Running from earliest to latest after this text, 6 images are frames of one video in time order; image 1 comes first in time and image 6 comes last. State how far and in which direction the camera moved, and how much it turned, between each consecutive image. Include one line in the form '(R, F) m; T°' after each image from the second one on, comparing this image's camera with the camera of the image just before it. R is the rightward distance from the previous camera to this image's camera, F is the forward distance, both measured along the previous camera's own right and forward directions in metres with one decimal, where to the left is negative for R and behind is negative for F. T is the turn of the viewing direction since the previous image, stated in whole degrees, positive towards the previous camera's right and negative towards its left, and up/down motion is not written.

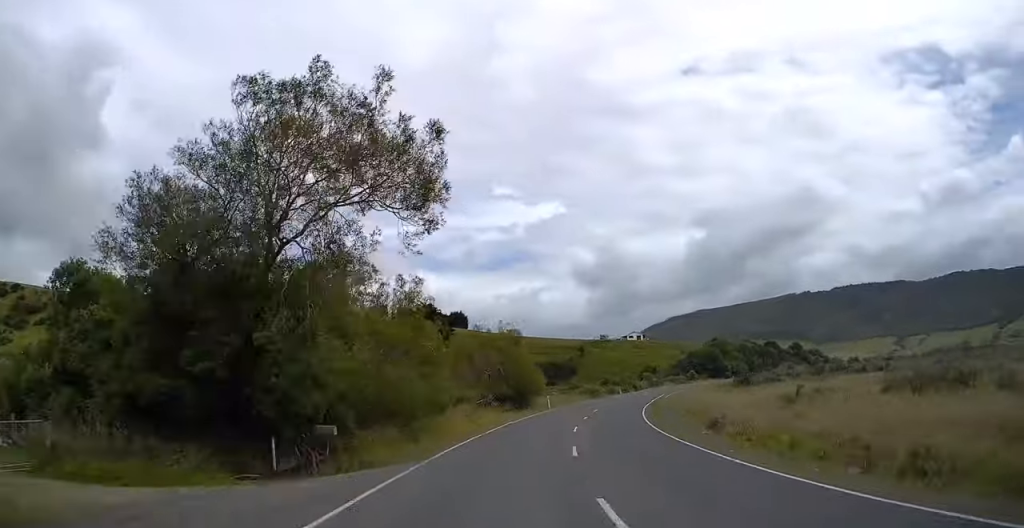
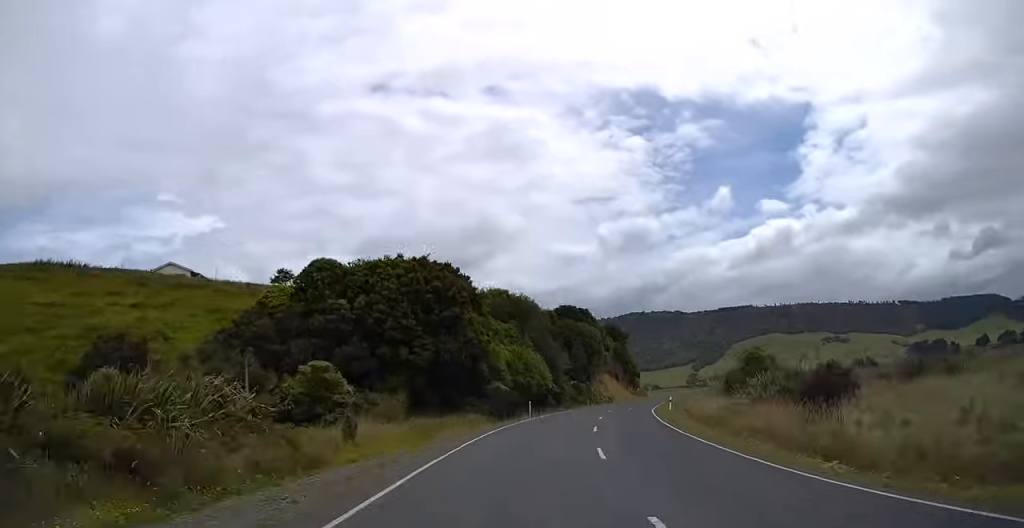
(+51.6, +173.9) m; +35°
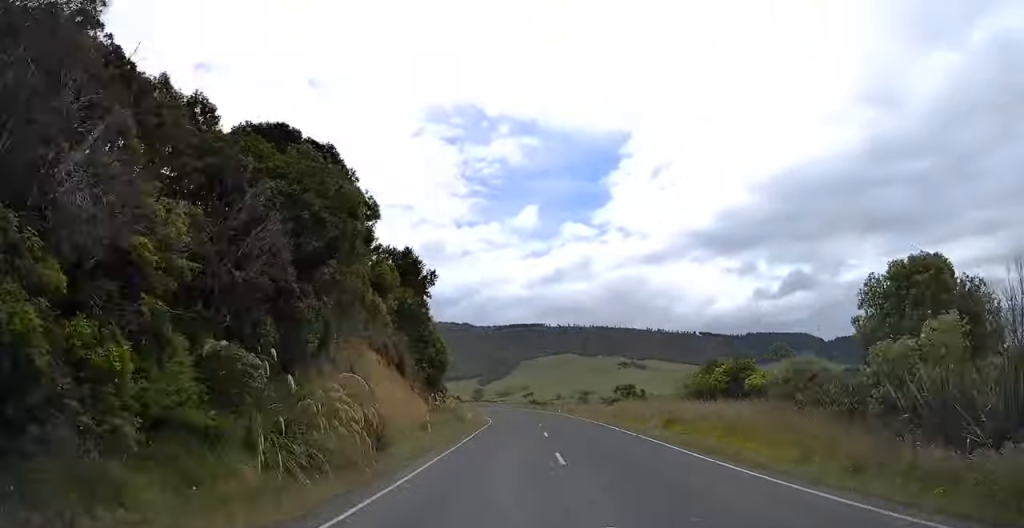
(+8.4, +56.7) m; +5°
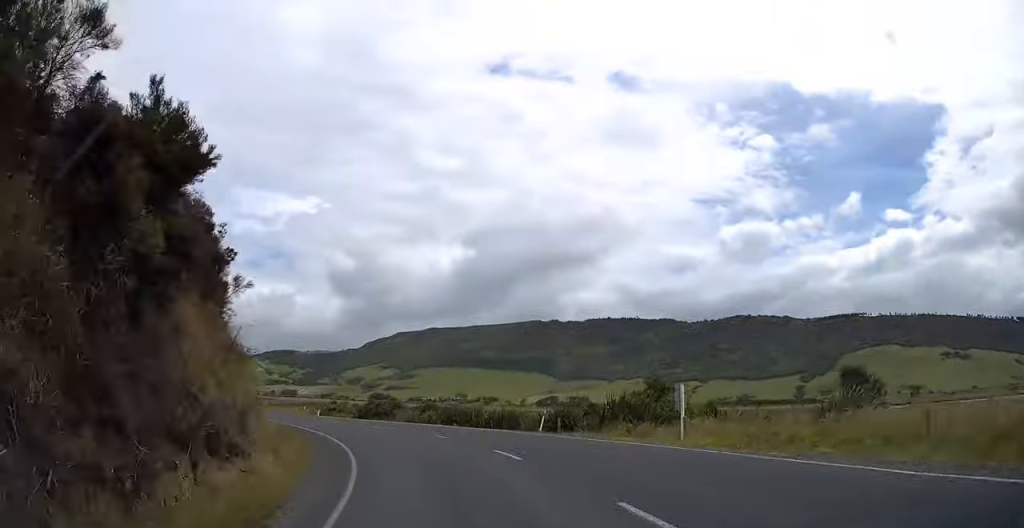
(-13.4, +100.6) m; -34°
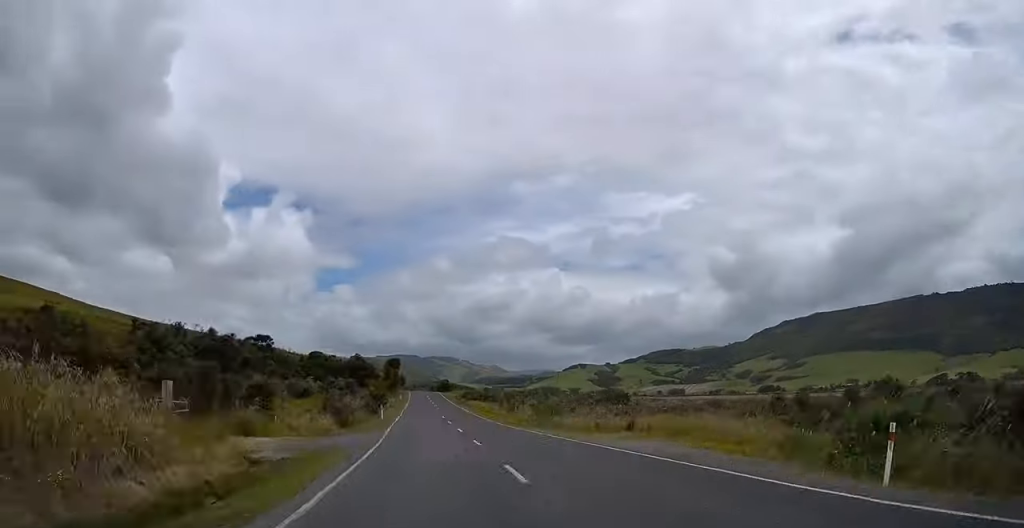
(-16.8, +51.5) m; -24°
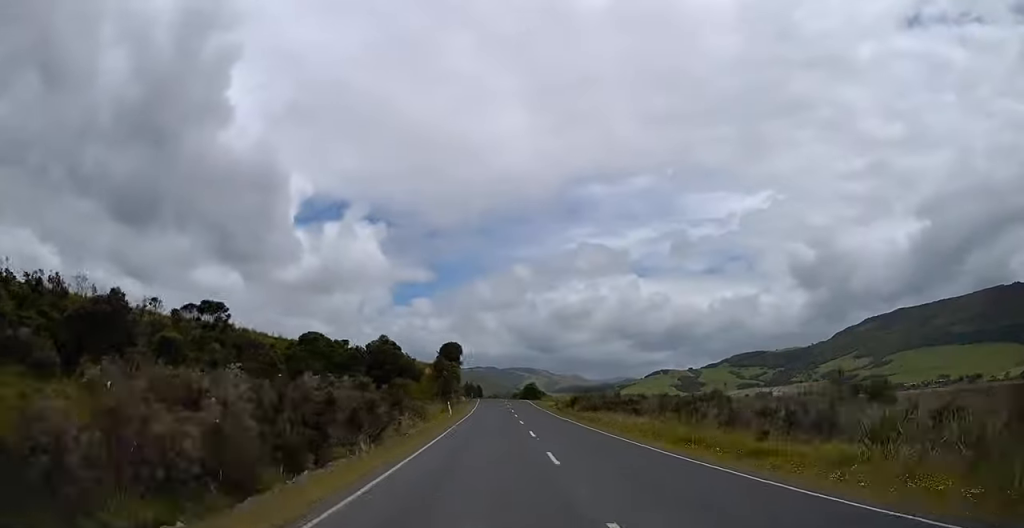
(-6.2, +58.8) m; -4°
